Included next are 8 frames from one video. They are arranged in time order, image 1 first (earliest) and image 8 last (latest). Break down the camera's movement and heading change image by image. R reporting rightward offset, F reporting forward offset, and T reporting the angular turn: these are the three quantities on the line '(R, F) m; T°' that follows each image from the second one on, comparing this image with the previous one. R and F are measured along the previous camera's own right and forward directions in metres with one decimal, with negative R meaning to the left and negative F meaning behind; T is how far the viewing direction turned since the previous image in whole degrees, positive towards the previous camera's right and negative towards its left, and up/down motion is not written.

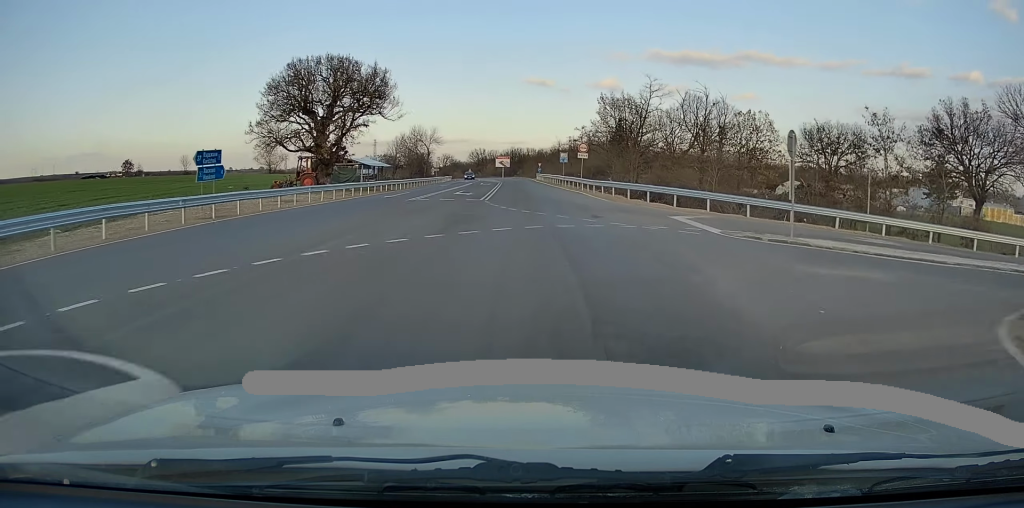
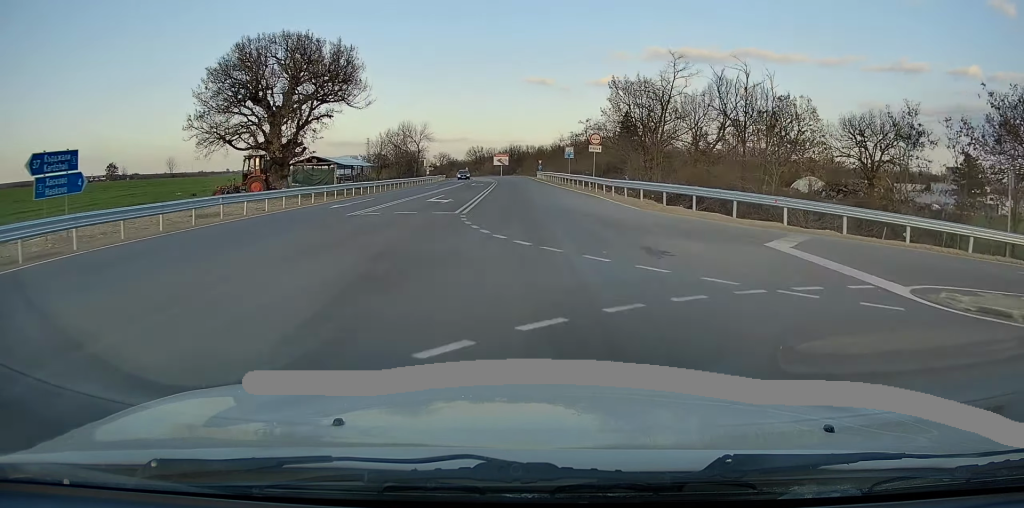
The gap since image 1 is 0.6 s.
(0.0, +9.0) m; 0°
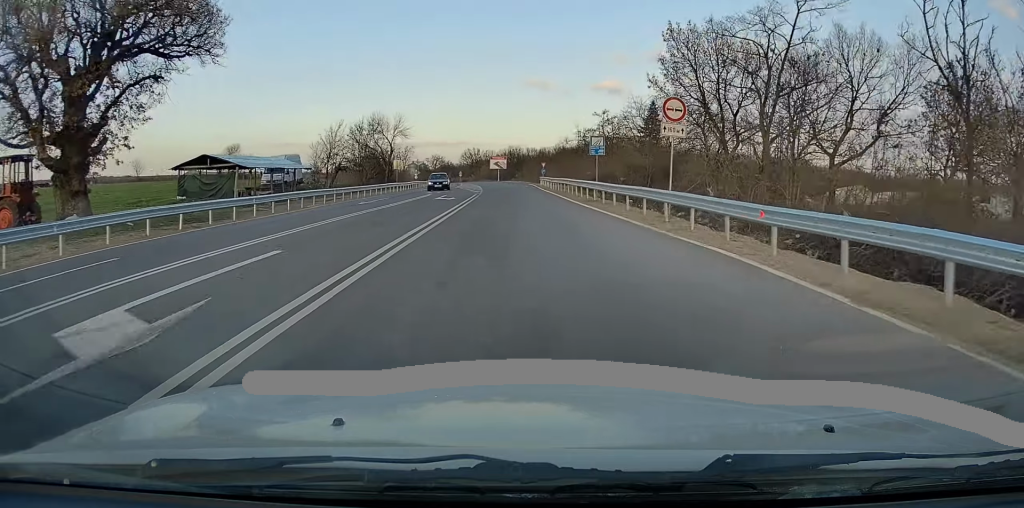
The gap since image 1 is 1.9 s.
(0.0, +20.1) m; 0°
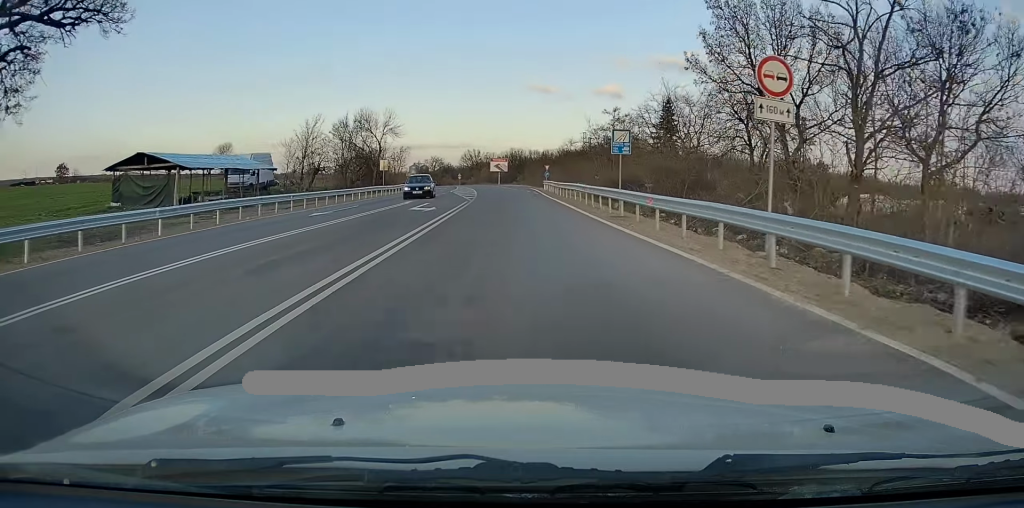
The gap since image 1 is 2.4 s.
(+0.1, +7.1) m; 0°
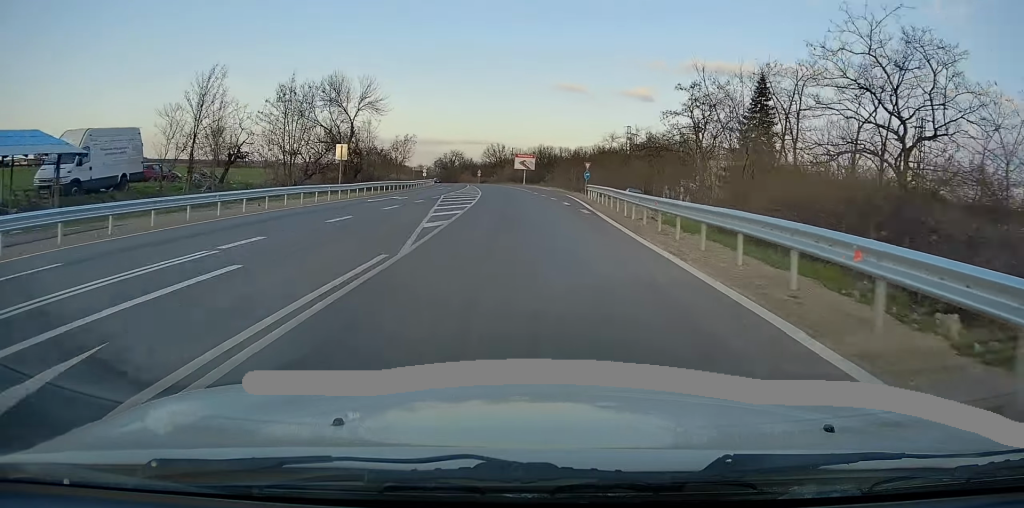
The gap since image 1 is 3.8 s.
(-0.8, +21.5) m; -4°
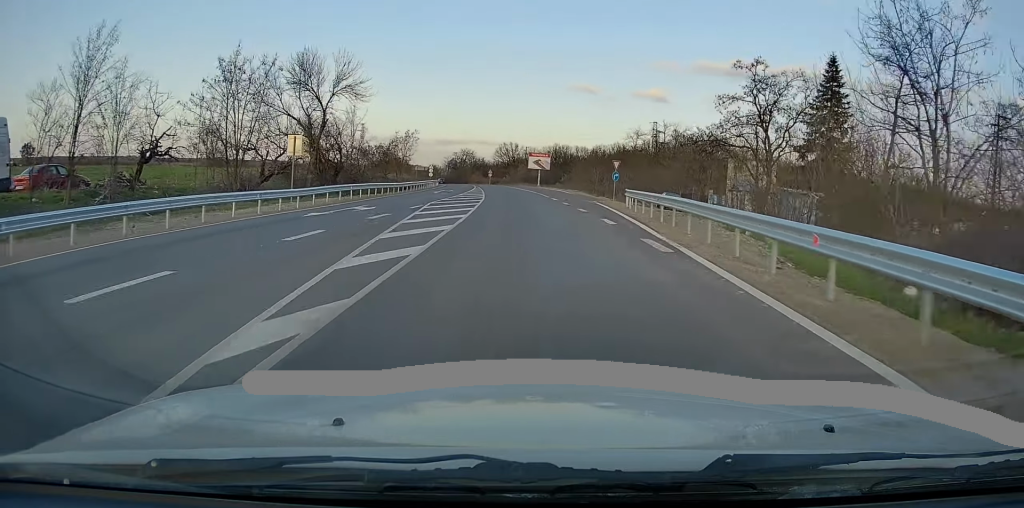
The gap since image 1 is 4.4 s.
(-0.1, +10.2) m; -1°
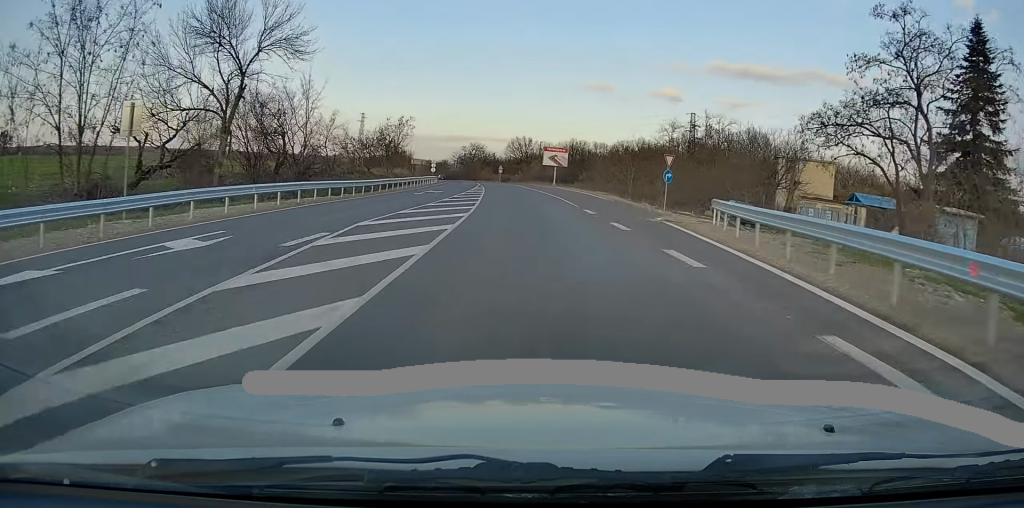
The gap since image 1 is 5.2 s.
(-0.3, +13.8) m; -1°
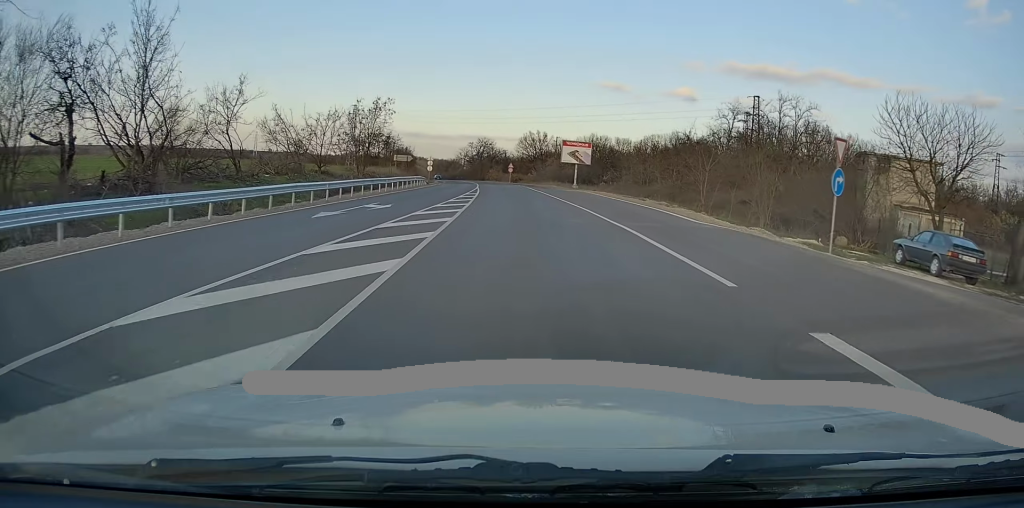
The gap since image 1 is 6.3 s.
(+0.1, +18.2) m; -1°
